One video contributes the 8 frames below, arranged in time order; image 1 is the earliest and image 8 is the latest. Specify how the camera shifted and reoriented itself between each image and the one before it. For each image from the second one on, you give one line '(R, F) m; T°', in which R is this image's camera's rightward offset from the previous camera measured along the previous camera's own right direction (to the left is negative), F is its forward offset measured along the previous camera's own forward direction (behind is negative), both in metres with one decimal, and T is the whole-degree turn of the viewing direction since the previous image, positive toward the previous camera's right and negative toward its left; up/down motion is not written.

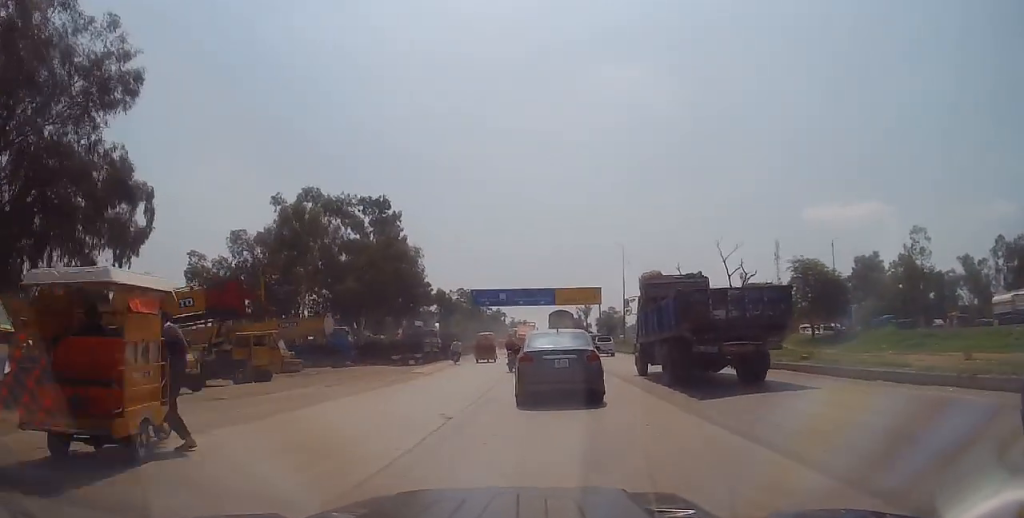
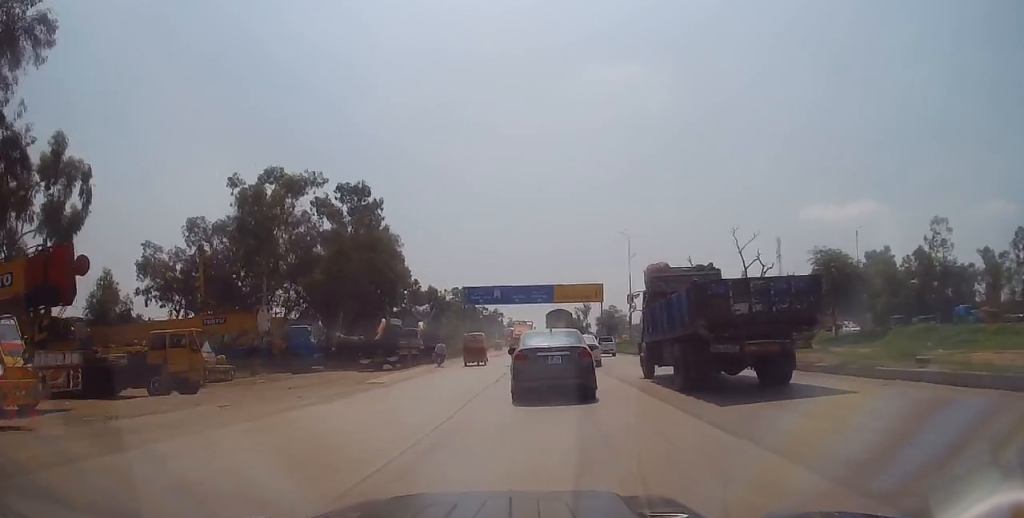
(+0.3, +6.6) m; +1°
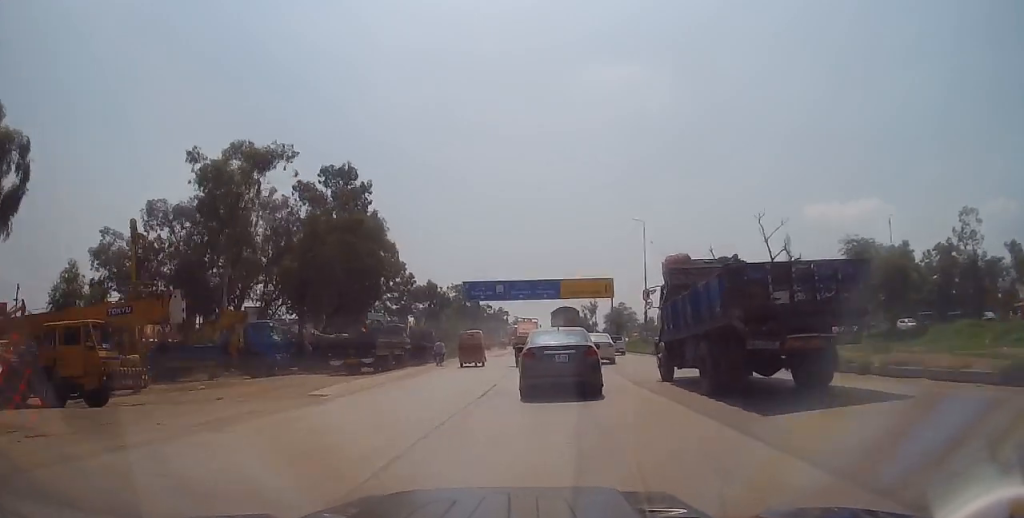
(-0.2, +6.2) m; -2°
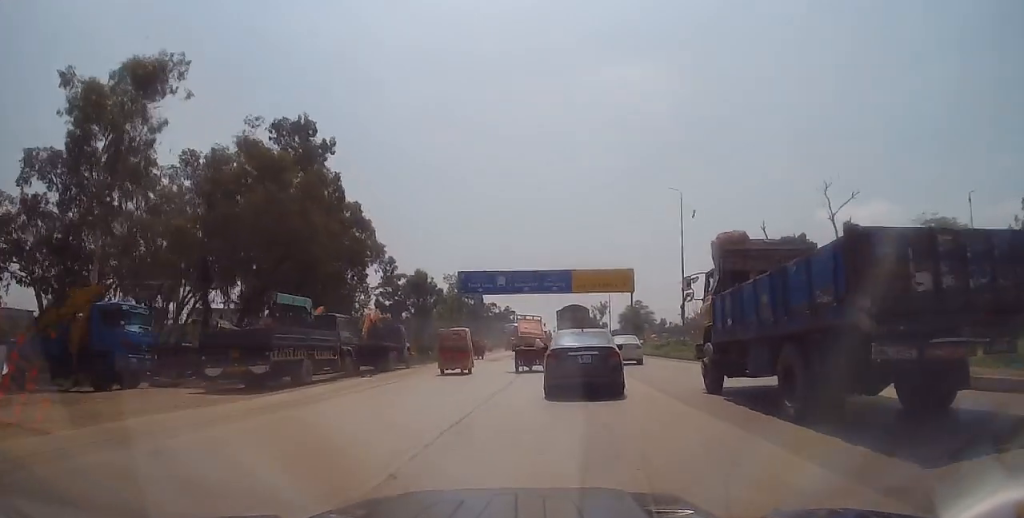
(-0.4, +12.3) m; -3°
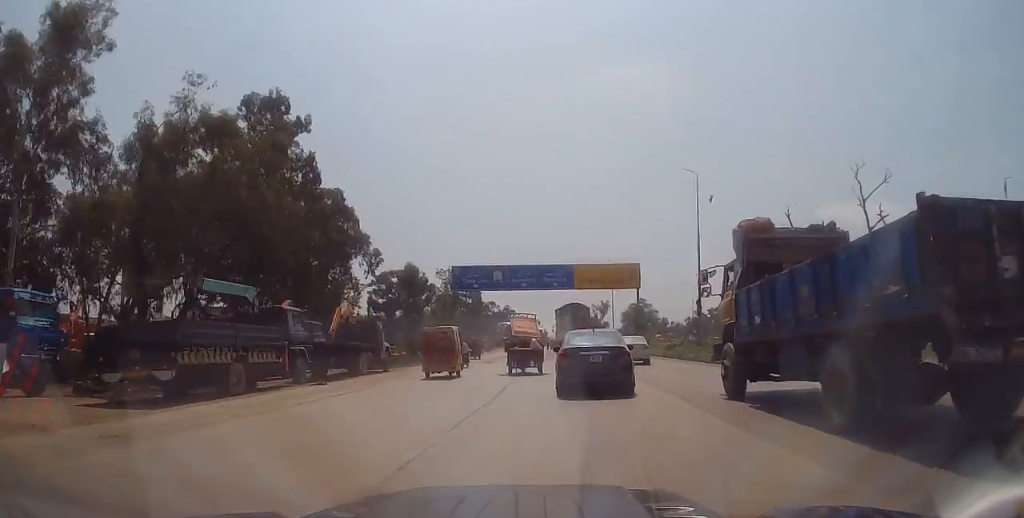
(0.0, +5.0) m; 0°
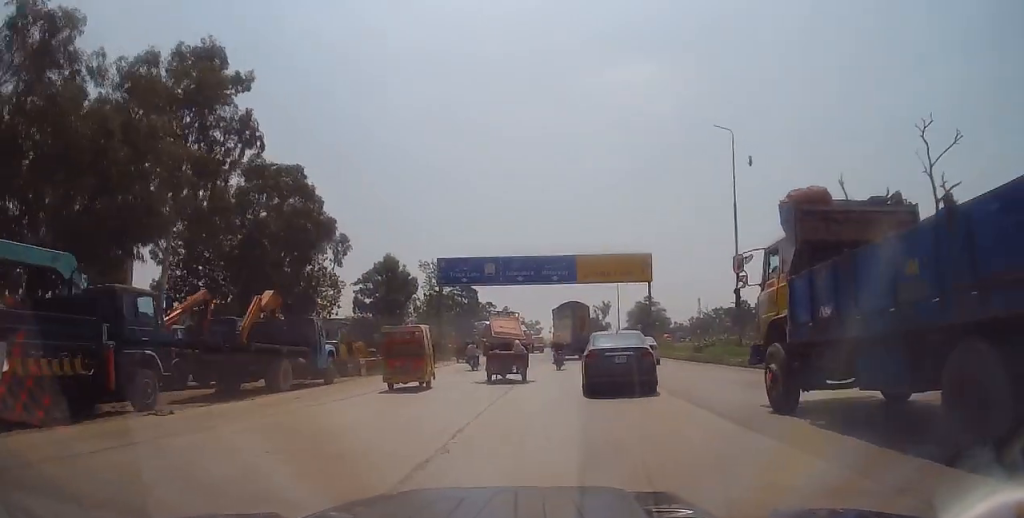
(0.0, +8.1) m; 0°
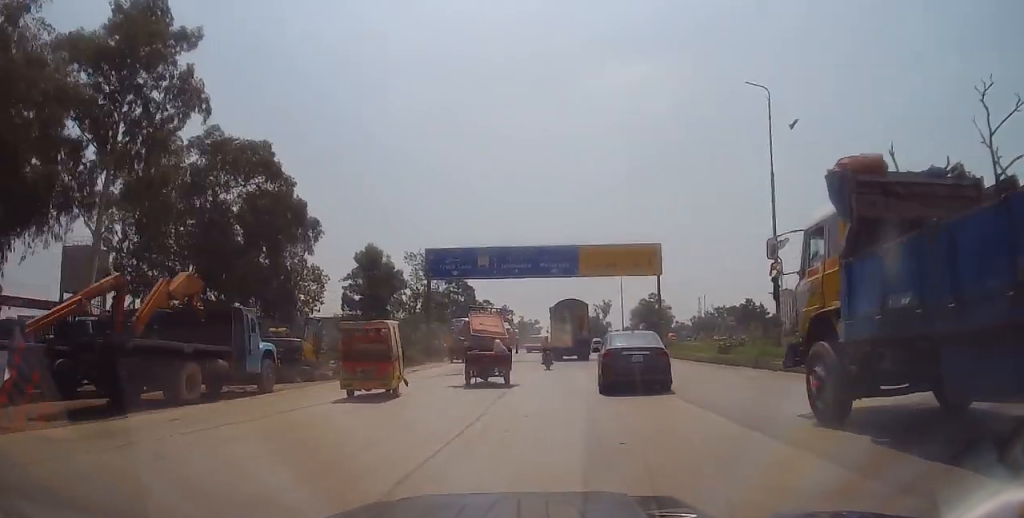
(0.0, +5.4) m; +2°
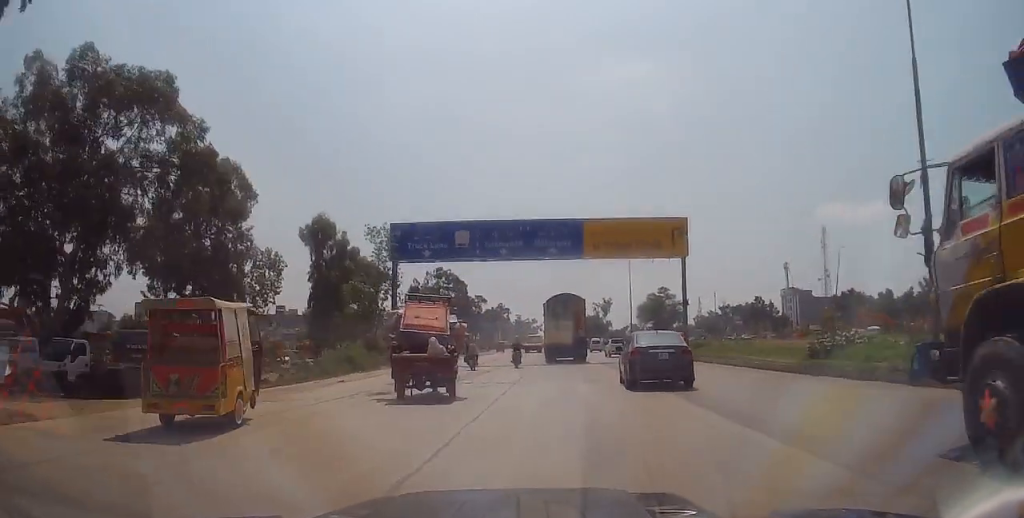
(+0.4, +11.0) m; +2°
